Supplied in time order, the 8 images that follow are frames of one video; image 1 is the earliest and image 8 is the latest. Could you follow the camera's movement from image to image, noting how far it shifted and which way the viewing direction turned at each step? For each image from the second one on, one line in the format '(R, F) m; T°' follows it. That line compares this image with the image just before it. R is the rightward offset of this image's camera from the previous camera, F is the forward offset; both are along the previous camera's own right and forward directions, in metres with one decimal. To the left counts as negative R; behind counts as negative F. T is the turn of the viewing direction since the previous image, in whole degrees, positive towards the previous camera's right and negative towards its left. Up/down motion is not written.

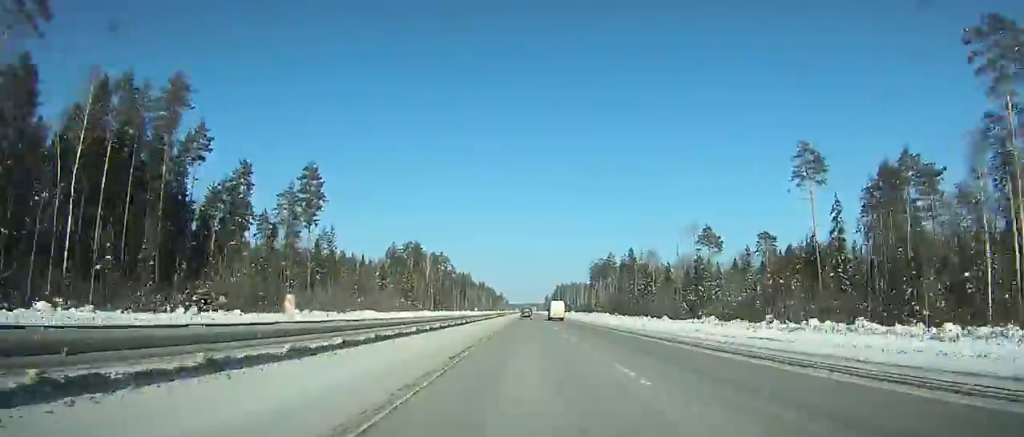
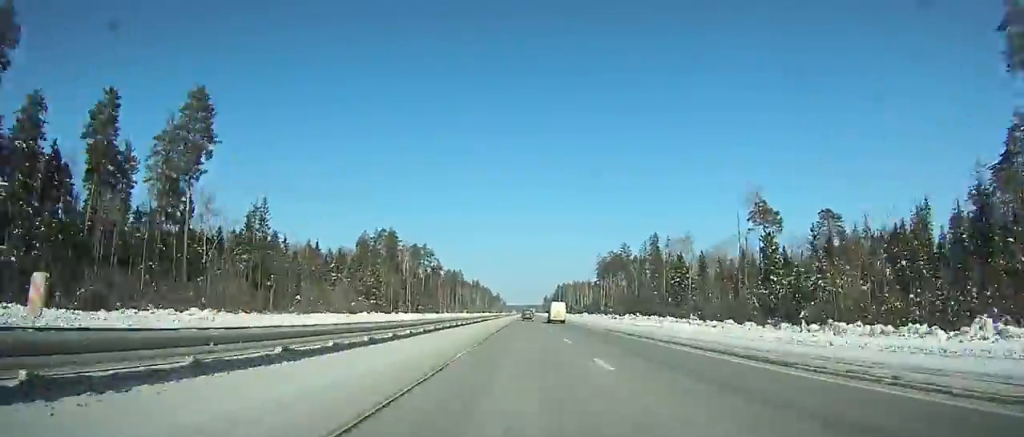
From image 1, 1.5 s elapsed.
(+0.1, +45.2) m; 0°
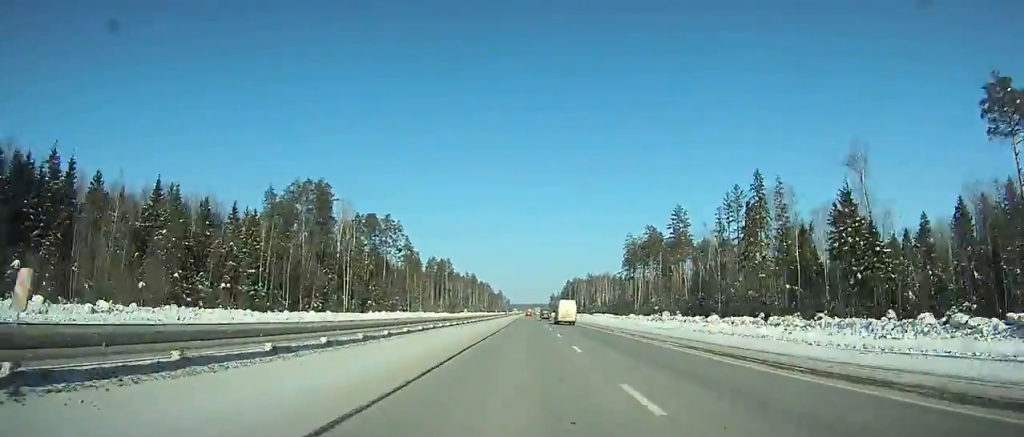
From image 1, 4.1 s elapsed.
(0.0, +78.2) m; 0°
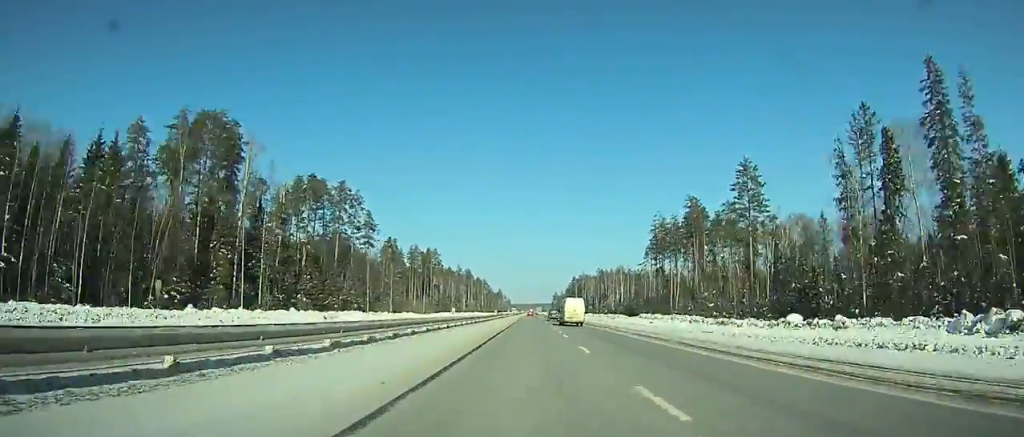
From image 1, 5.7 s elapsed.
(-0.1, +47.9) m; 0°
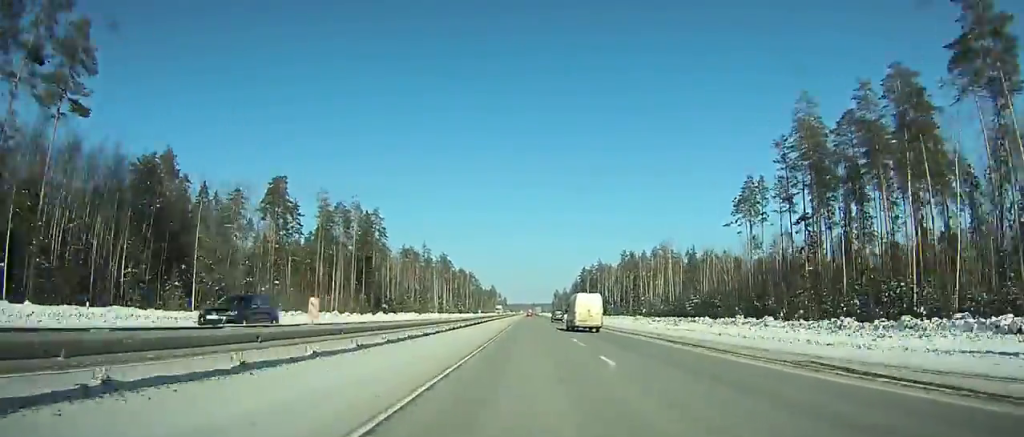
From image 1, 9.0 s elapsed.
(-0.1, +98.6) m; +2°
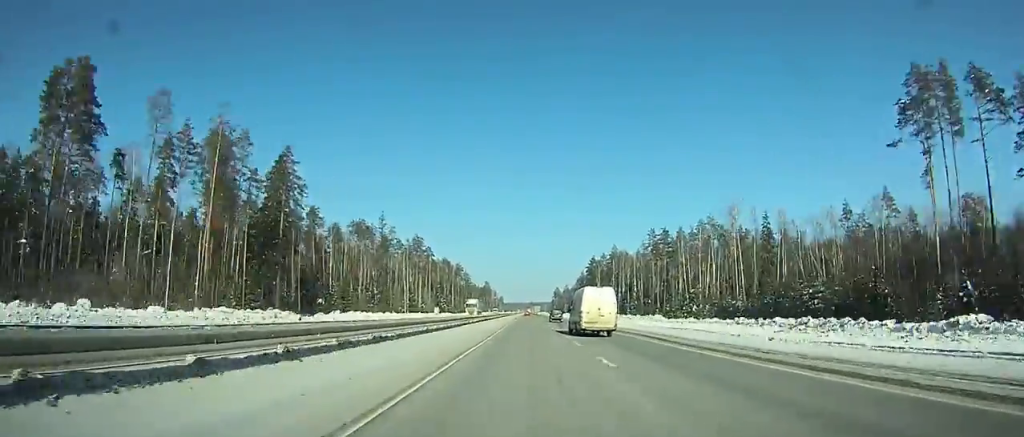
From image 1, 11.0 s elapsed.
(+0.4, +59.6) m; +1°
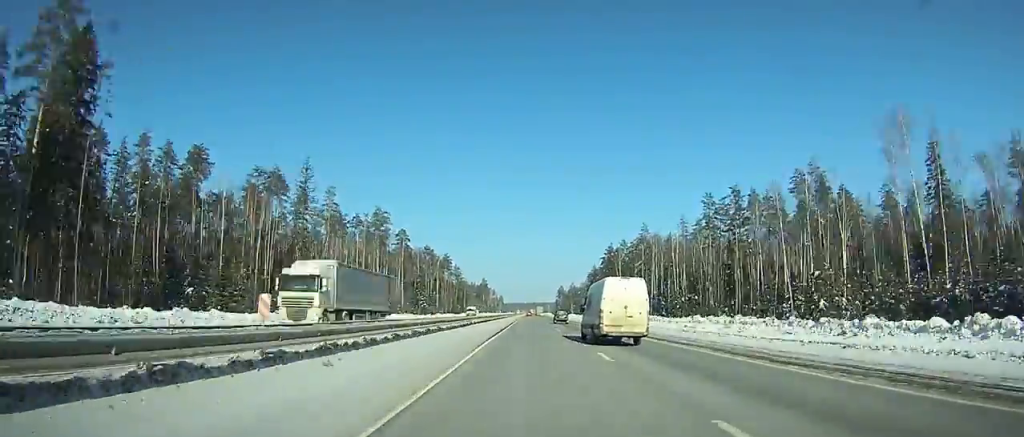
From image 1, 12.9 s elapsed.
(+4.1, +56.6) m; -2°
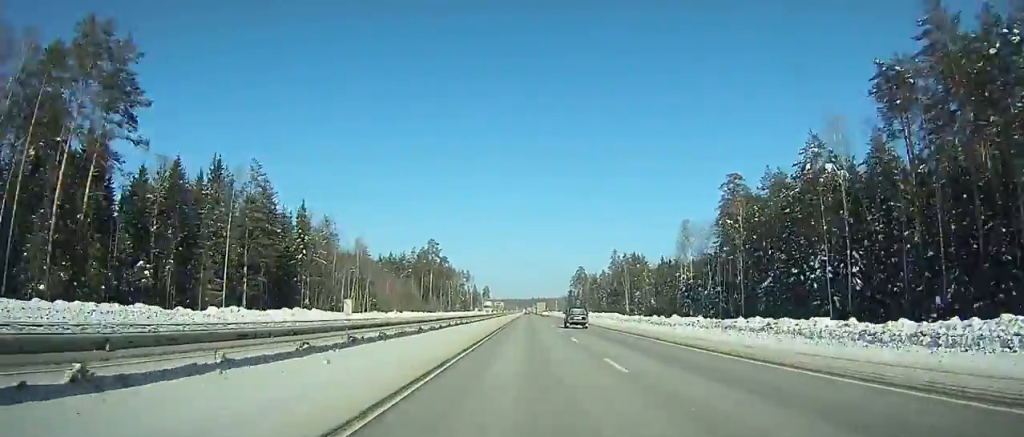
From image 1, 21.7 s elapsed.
(-11.9, +272.3) m; -1°
